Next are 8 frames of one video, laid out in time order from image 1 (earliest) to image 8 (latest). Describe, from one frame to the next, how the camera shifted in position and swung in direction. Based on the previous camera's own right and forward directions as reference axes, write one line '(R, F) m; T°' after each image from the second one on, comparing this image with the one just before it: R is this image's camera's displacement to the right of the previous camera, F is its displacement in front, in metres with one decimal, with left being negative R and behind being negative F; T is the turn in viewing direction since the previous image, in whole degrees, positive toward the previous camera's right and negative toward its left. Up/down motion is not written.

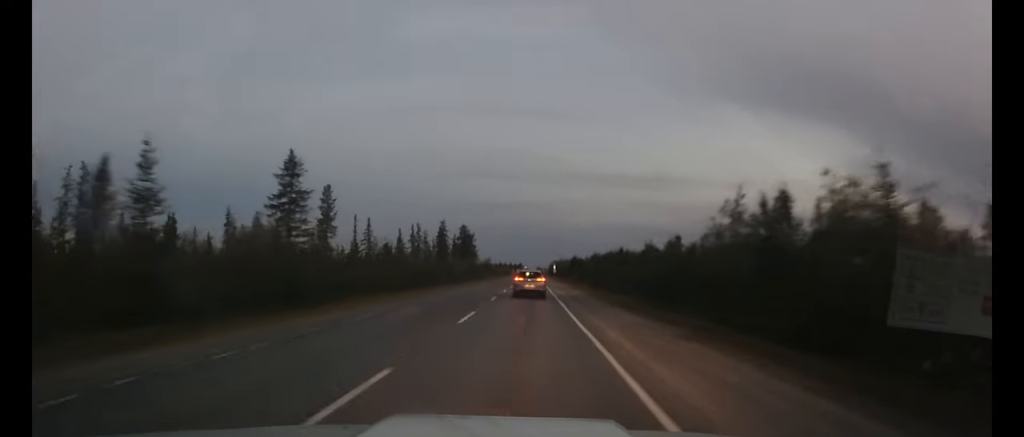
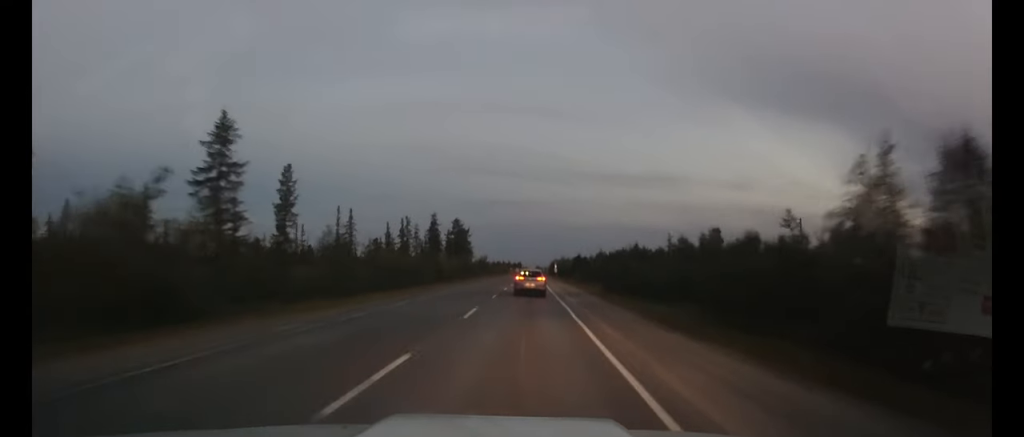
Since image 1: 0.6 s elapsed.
(0.0, +10.9) m; 0°
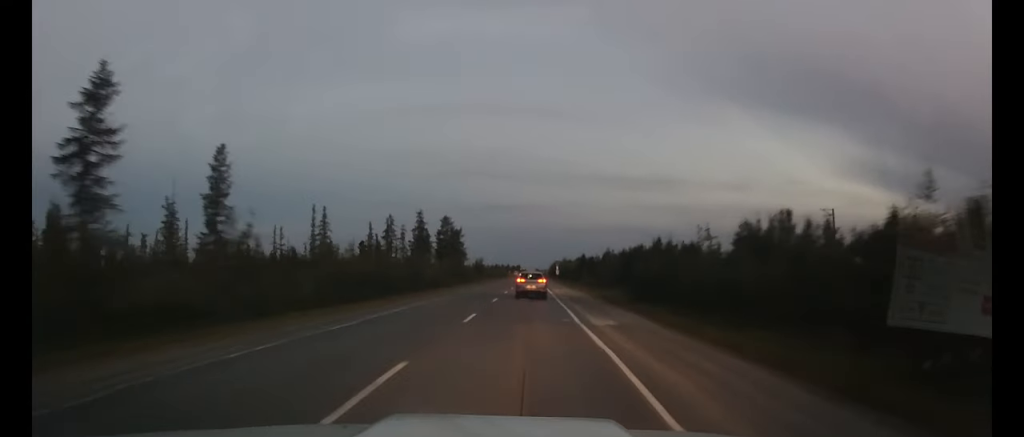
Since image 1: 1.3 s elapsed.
(0.0, +12.1) m; 0°
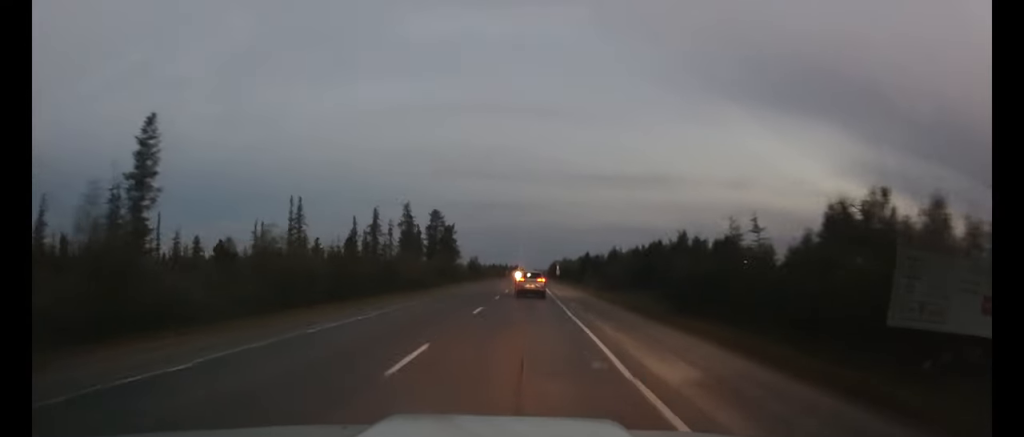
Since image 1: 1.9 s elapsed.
(0.0, +9.2) m; 0°
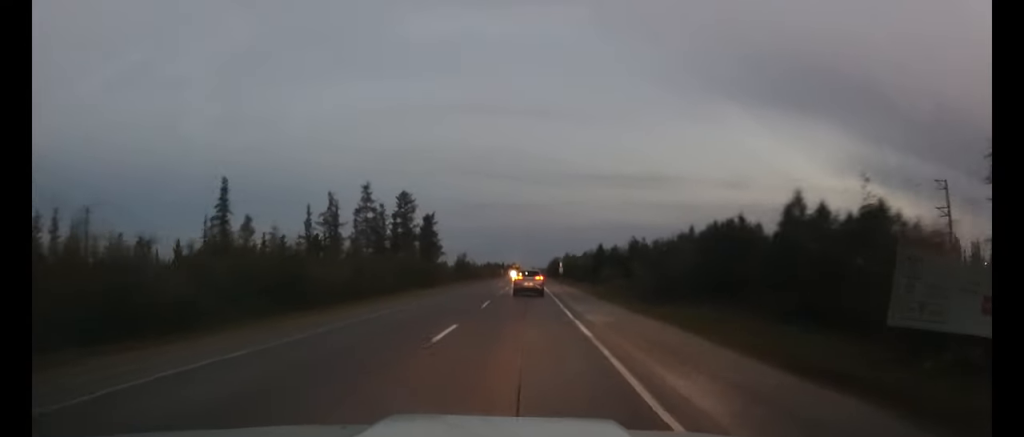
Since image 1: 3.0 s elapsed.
(0.0, +20.1) m; 0°
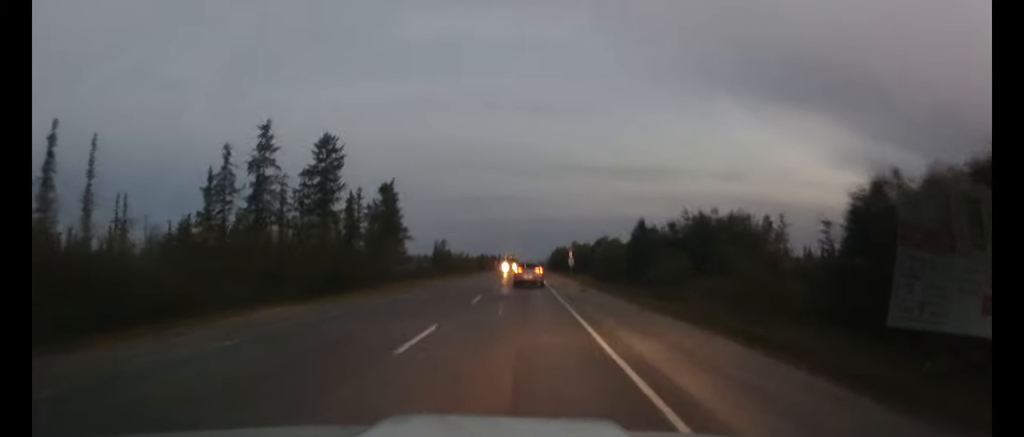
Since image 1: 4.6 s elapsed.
(0.0, +26.7) m; 0°
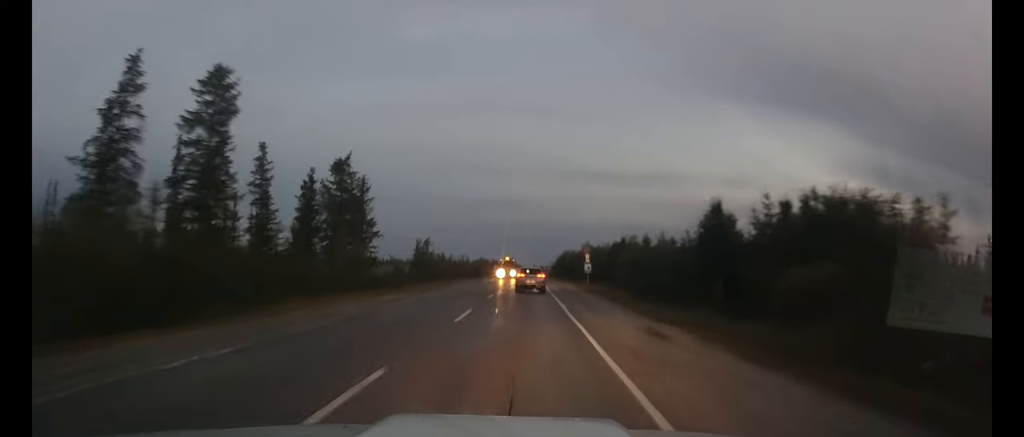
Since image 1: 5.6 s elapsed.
(0.0, +17.5) m; 0°
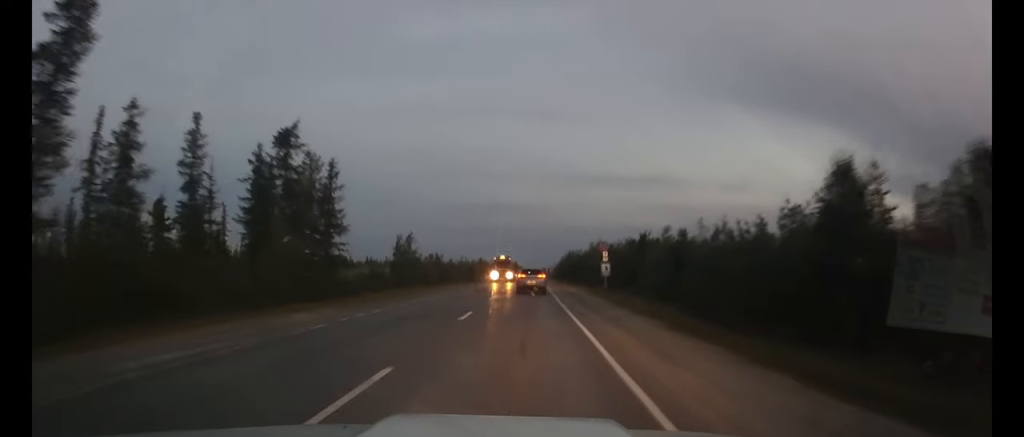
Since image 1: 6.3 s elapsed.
(0.0, +11.8) m; 0°
